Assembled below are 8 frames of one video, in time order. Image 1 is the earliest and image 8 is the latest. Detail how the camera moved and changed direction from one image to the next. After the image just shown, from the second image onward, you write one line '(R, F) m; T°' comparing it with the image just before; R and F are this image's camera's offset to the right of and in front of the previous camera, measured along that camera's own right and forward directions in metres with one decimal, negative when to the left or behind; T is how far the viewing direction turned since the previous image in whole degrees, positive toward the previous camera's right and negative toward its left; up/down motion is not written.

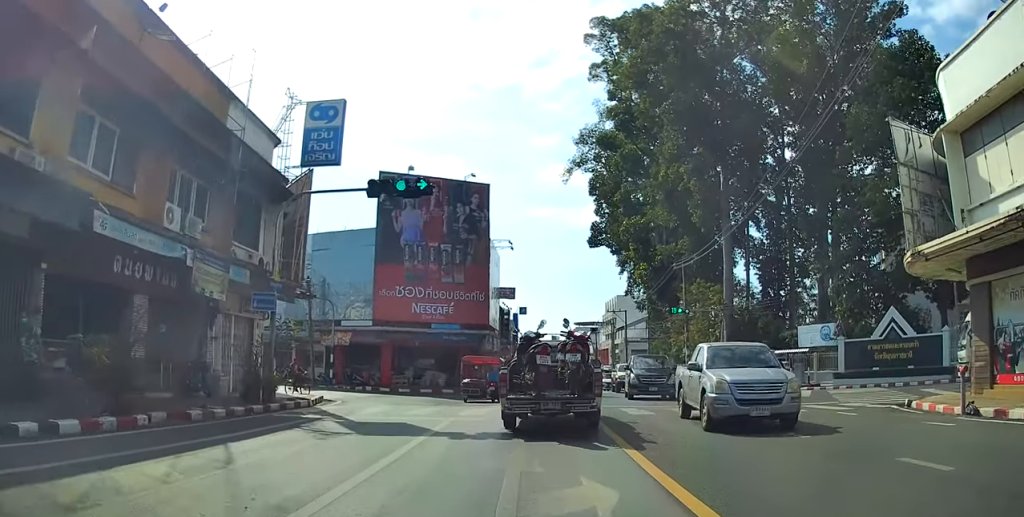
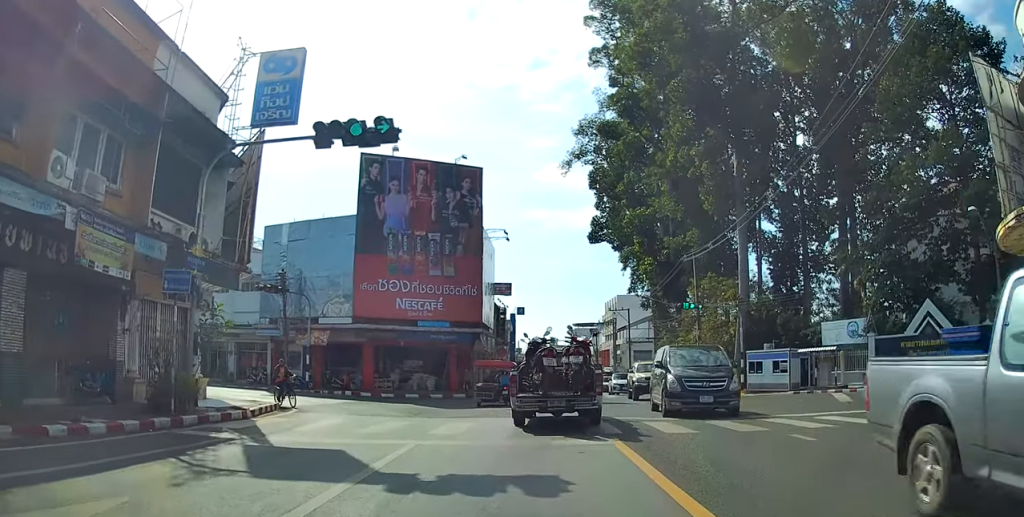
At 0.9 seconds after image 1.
(-0.4, +4.8) m; -4°
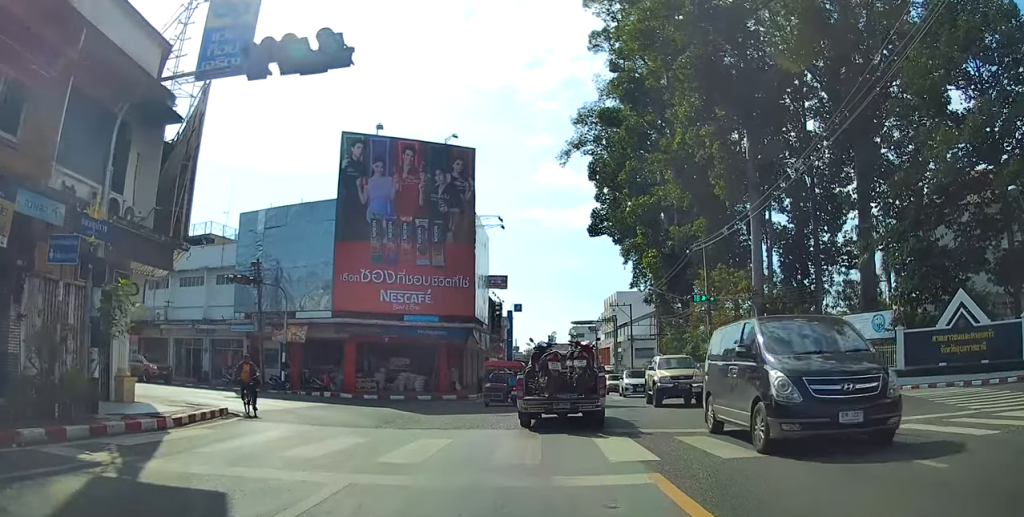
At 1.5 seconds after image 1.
(0.0, +3.8) m; 0°
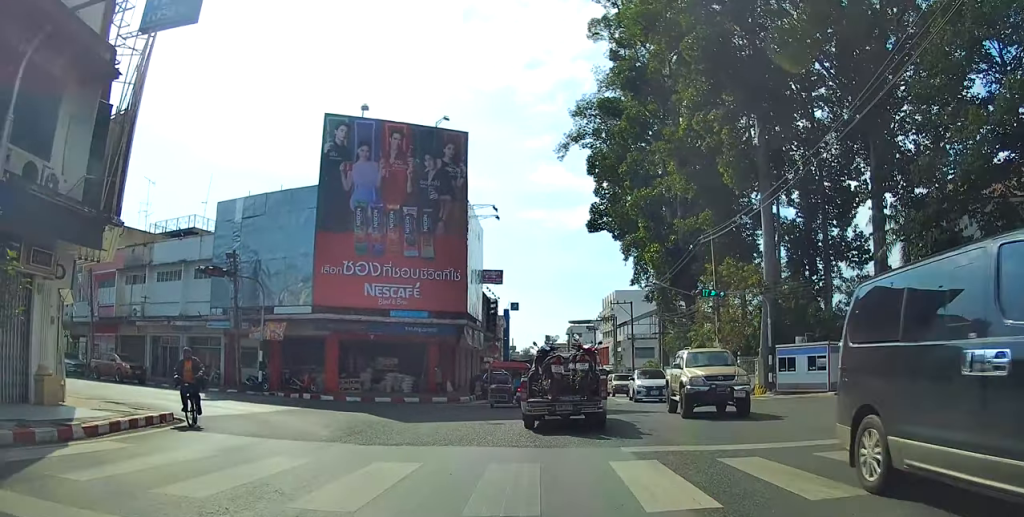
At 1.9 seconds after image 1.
(0.0, +2.7) m; 0°
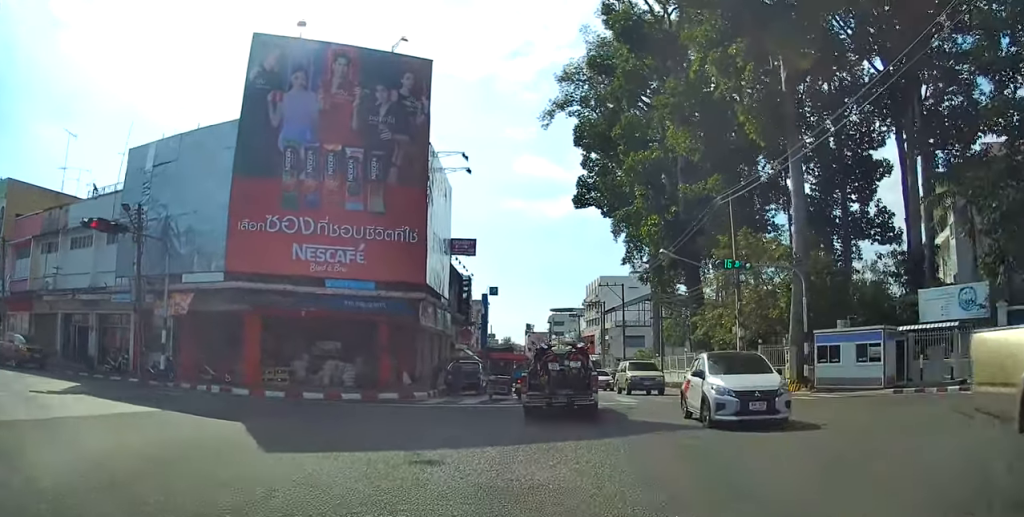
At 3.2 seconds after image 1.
(0.0, +8.2) m; 0°
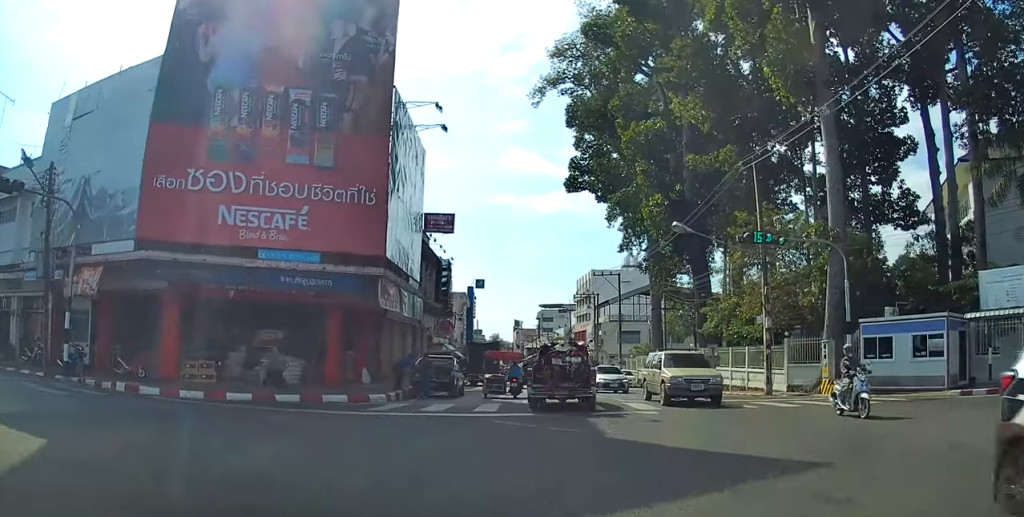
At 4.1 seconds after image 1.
(0.0, +5.8) m; +1°
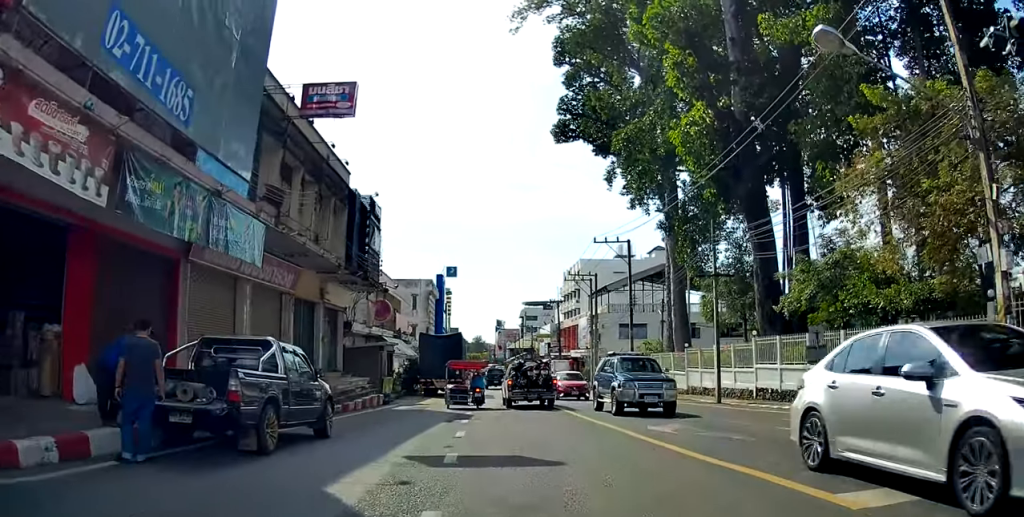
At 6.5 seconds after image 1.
(+0.9, +15.0) m; +9°
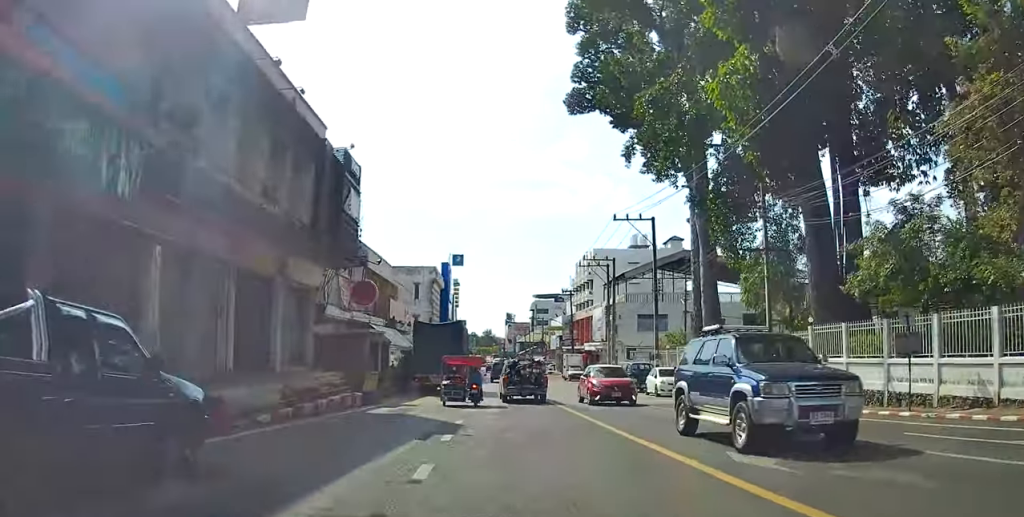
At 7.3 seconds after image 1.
(+0.2, +4.8) m; +3°
